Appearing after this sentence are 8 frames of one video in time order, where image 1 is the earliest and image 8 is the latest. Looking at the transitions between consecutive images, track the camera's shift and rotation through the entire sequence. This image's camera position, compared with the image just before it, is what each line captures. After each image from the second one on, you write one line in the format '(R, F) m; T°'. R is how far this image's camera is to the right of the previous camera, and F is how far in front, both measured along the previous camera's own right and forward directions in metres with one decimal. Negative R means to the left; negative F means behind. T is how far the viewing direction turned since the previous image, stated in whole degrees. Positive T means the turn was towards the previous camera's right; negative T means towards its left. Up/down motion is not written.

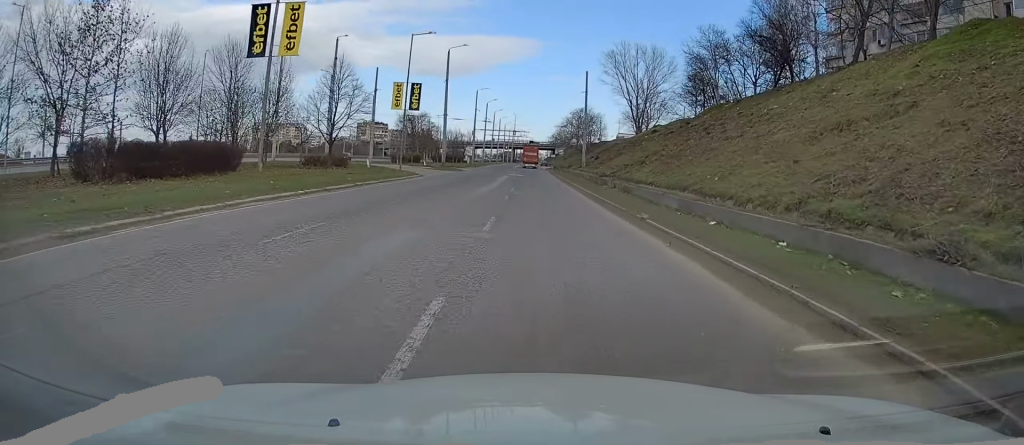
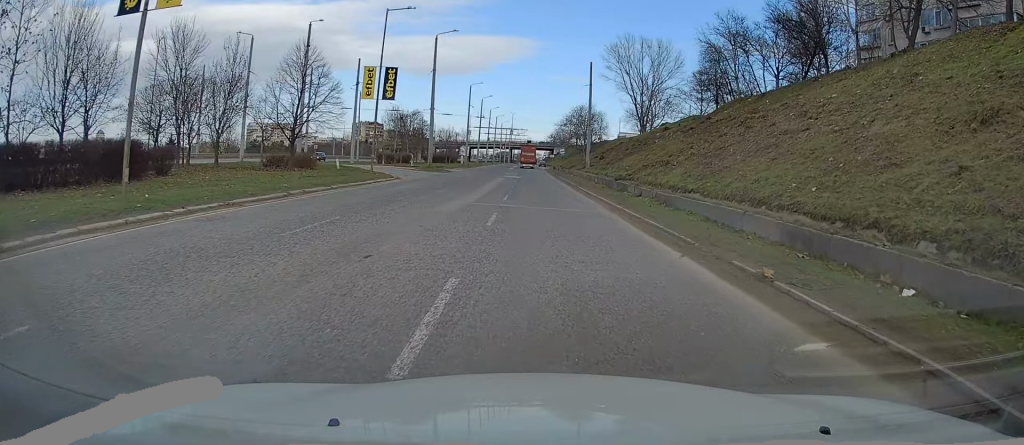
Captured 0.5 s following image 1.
(0.0, +8.0) m; -1°
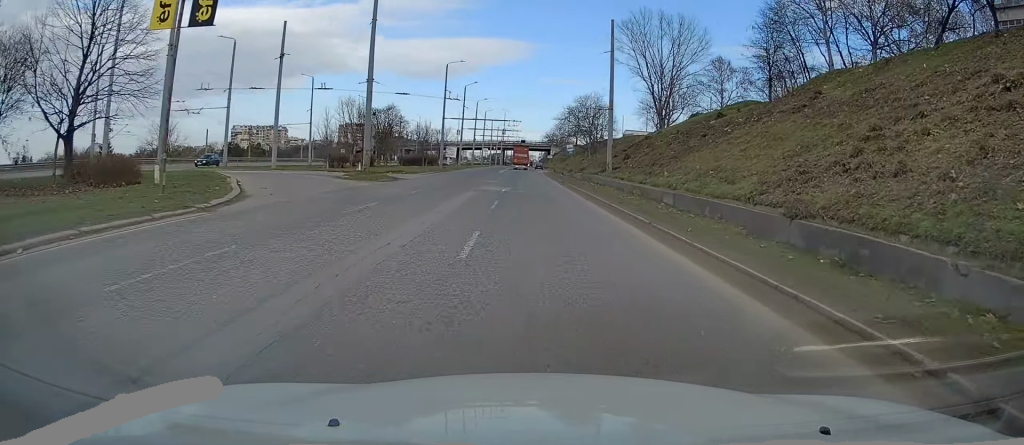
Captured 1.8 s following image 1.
(-0.4, +22.5) m; -1°
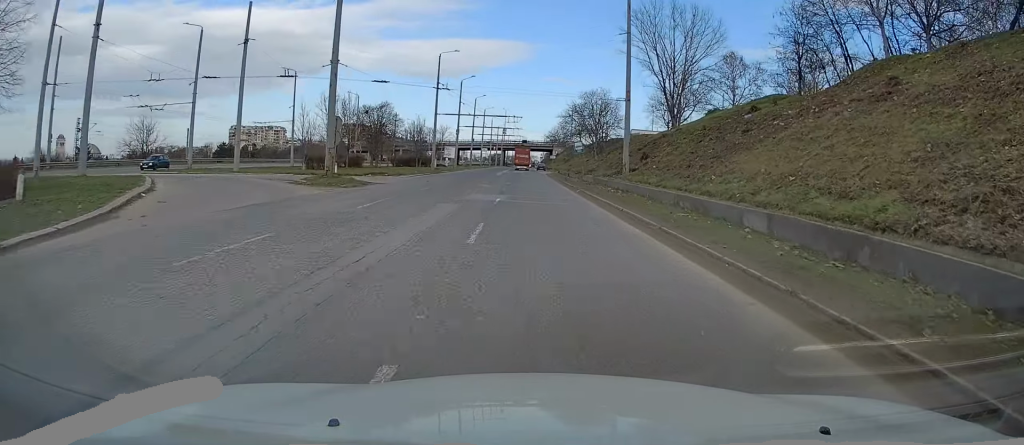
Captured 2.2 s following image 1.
(0.0, +7.6) m; 0°
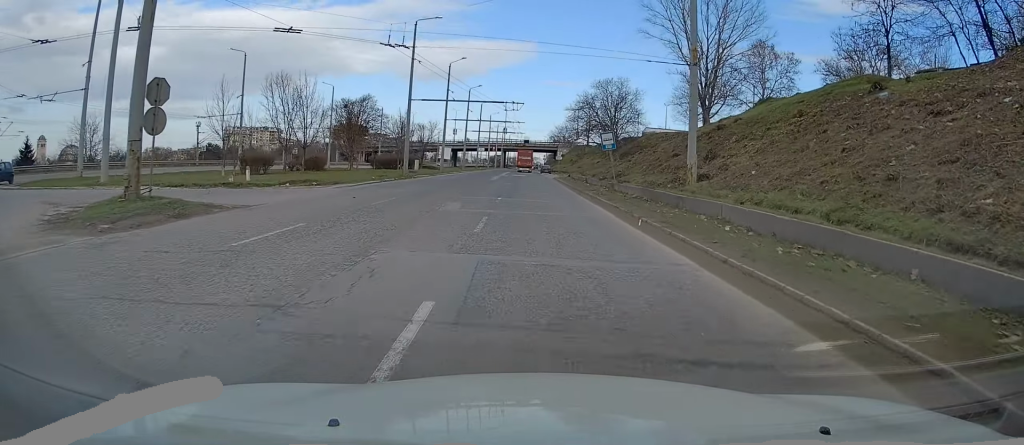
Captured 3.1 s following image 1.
(+0.2, +16.3) m; 0°
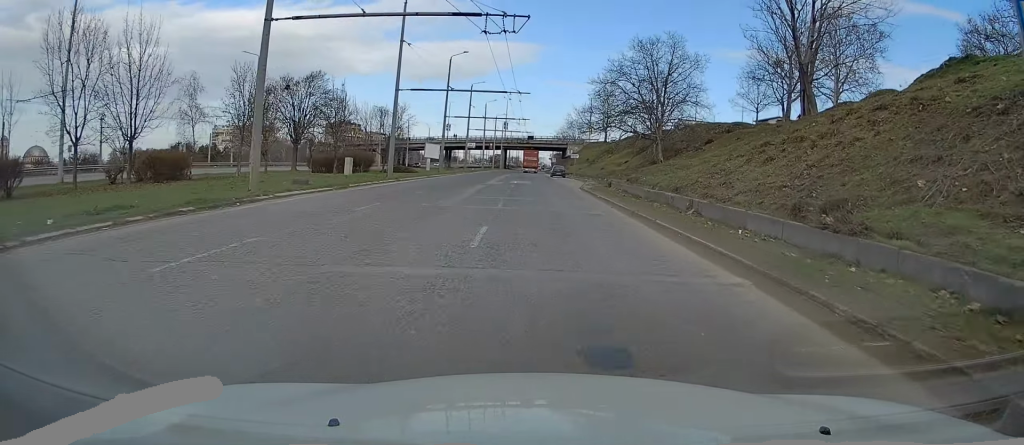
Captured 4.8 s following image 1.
(-0.2, +29.2) m; -1°
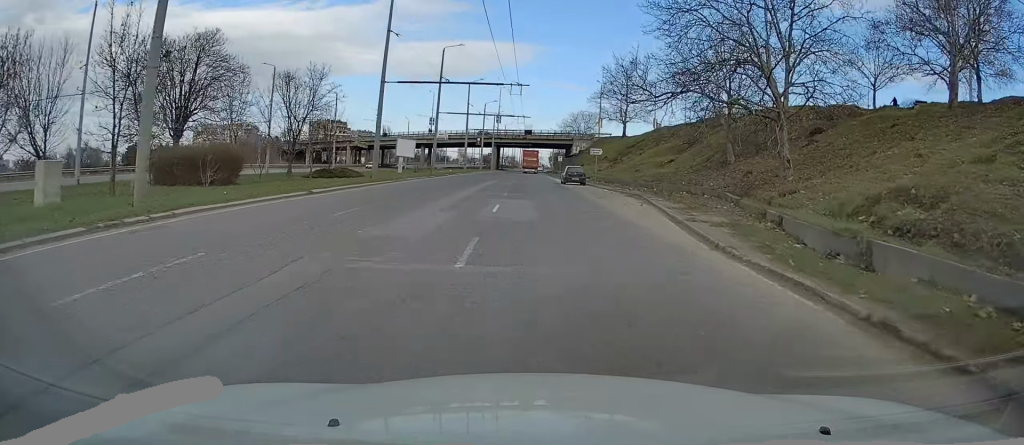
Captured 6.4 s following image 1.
(0.0, +28.7) m; +1°
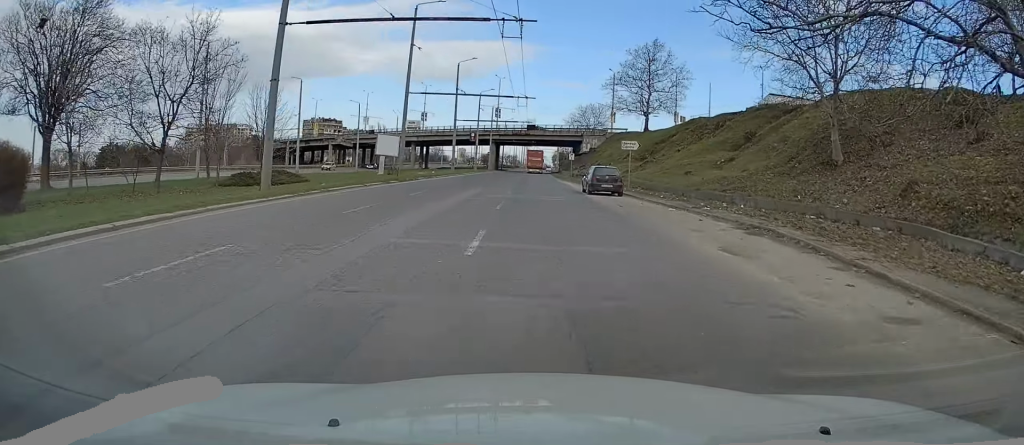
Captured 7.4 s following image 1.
(+0.3, +17.0) m; 0°
